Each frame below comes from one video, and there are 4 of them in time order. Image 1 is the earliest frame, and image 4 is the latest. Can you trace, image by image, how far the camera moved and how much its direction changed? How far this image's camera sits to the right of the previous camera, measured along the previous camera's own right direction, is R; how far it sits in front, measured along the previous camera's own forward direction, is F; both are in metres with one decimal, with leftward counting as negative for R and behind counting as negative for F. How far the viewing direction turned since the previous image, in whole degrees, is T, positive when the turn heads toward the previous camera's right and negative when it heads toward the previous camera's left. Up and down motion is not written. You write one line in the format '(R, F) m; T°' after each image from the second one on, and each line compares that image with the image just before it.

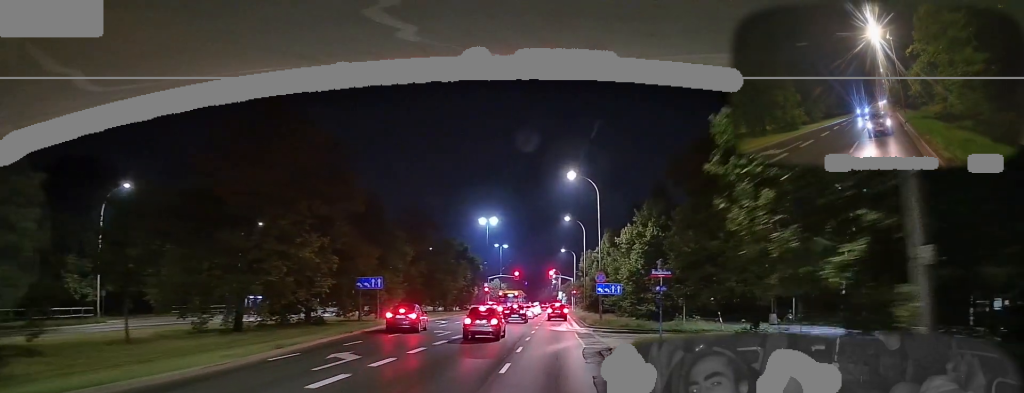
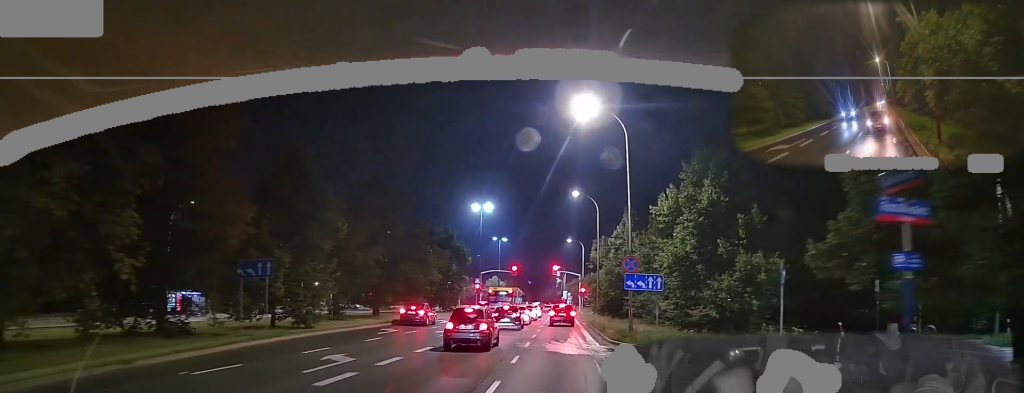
(-0.6, +16.2) m; -3°
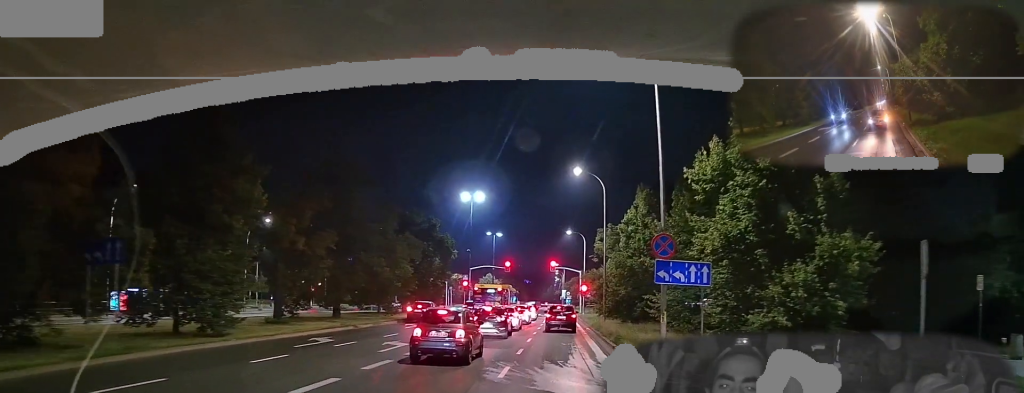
(0.0, +9.1) m; +1°
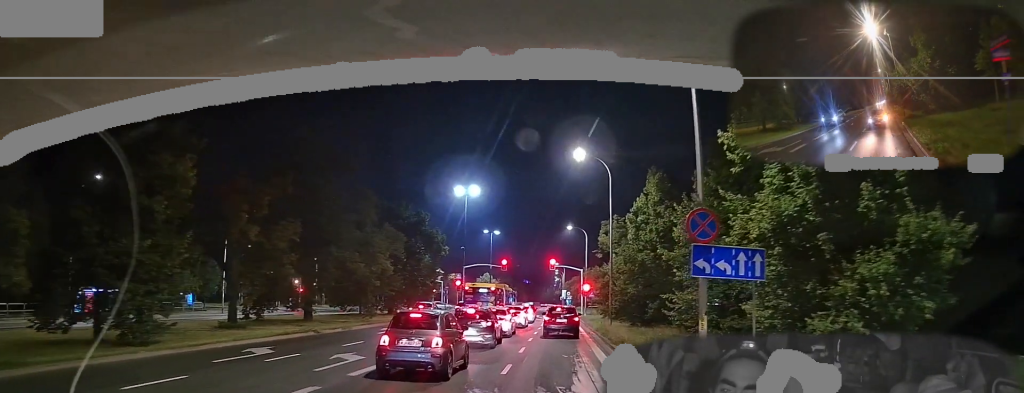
(+0.1, +5.1) m; 0°
